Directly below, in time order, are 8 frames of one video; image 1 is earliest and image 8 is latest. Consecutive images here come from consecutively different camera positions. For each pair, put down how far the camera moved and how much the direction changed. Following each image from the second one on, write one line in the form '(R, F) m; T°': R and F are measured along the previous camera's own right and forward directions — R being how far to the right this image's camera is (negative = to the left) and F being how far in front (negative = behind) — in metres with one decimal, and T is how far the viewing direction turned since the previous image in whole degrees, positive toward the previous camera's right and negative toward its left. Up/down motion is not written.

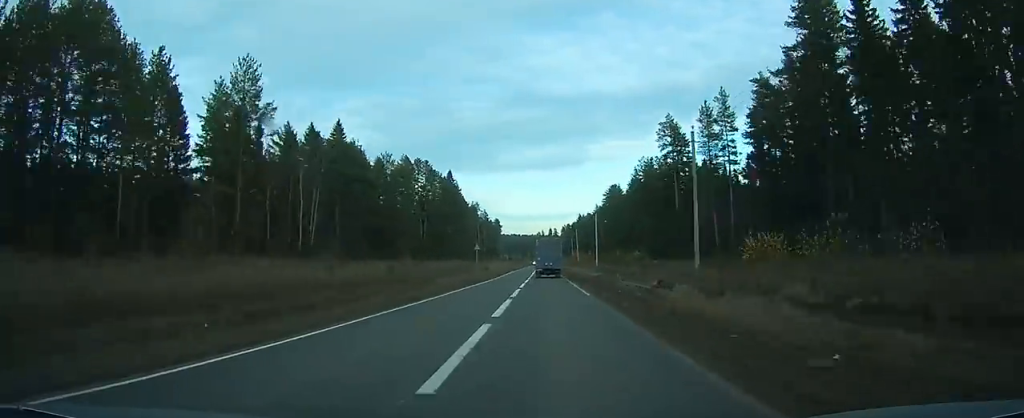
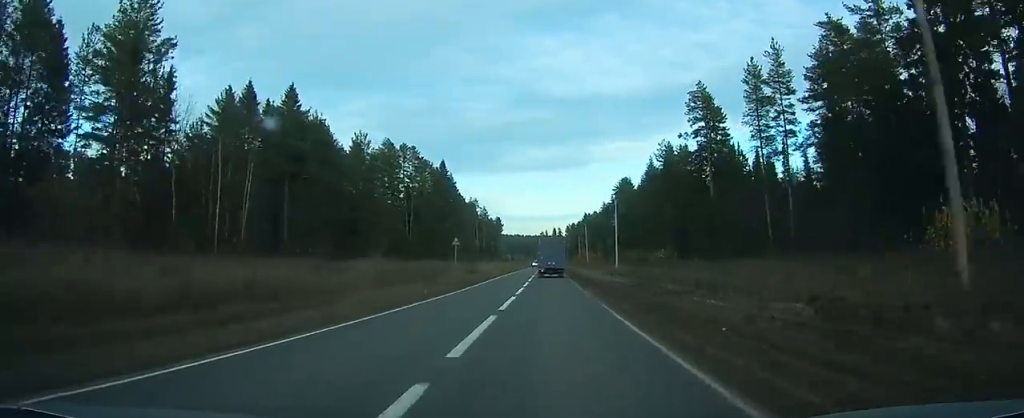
(-0.5, +21.5) m; -1°
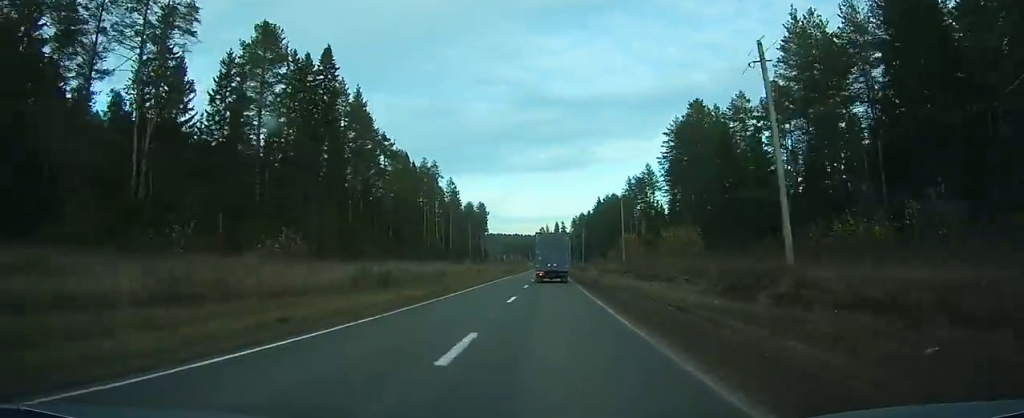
(-1.9, +103.3) m; -1°
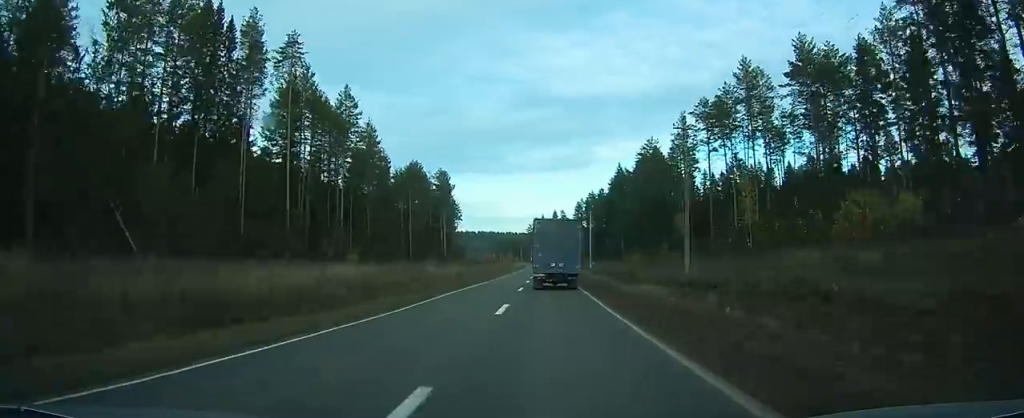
(+0.5, +103.1) m; 0°
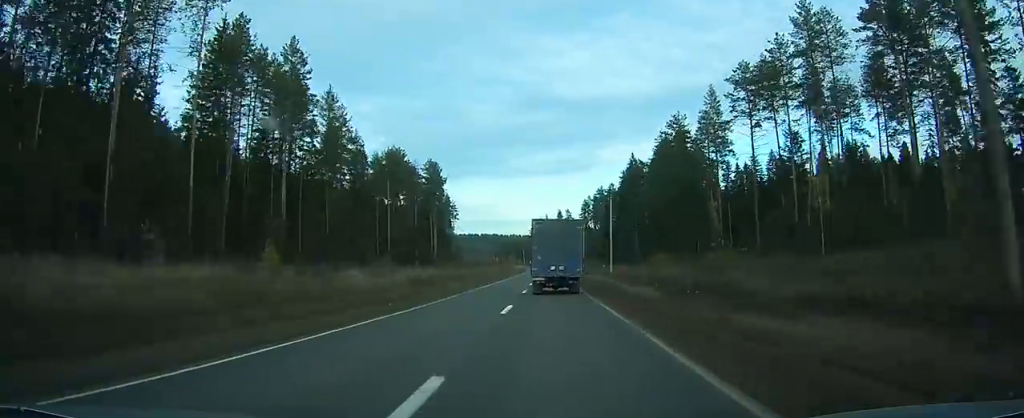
(0.0, +24.1) m; 0°
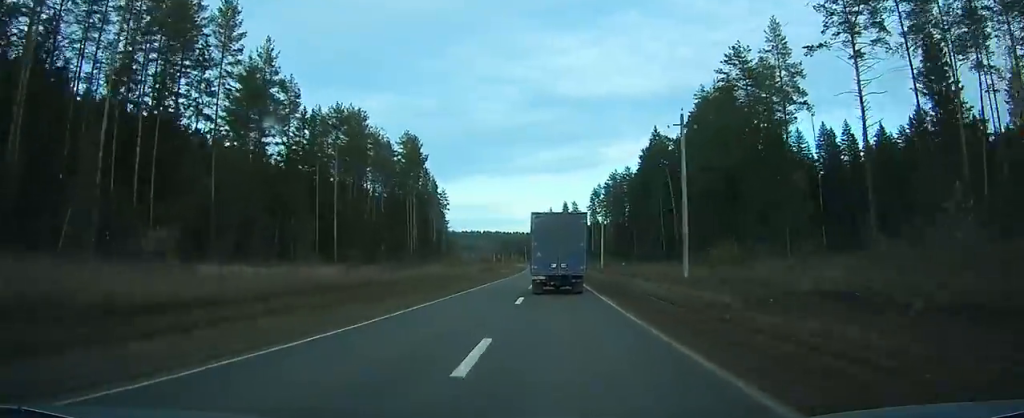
(-0.1, +33.9) m; 0°
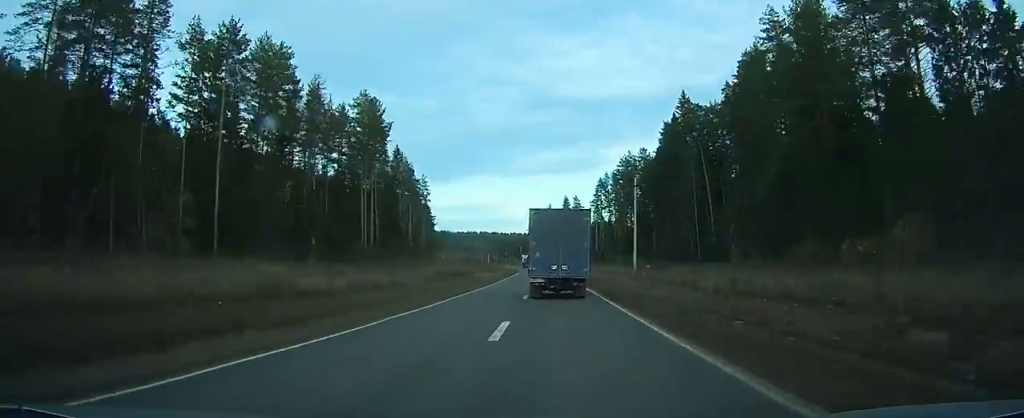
(-0.2, +33.4) m; 0°
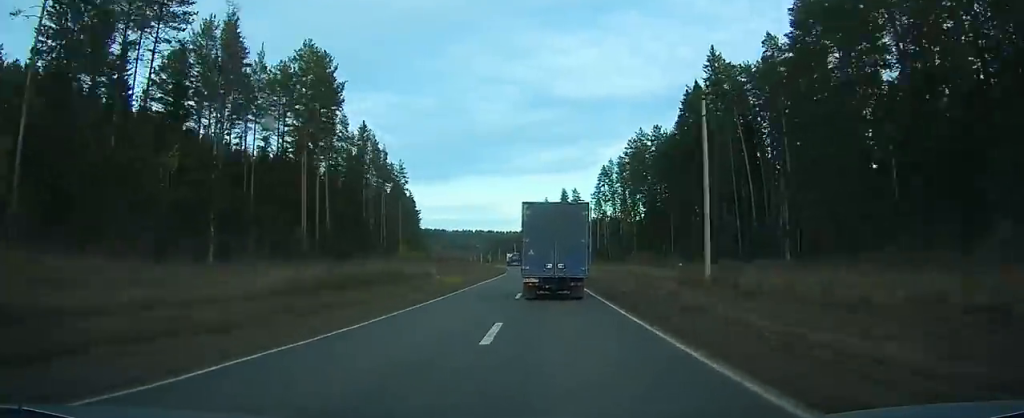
(0.0, +24.5) m; 0°
